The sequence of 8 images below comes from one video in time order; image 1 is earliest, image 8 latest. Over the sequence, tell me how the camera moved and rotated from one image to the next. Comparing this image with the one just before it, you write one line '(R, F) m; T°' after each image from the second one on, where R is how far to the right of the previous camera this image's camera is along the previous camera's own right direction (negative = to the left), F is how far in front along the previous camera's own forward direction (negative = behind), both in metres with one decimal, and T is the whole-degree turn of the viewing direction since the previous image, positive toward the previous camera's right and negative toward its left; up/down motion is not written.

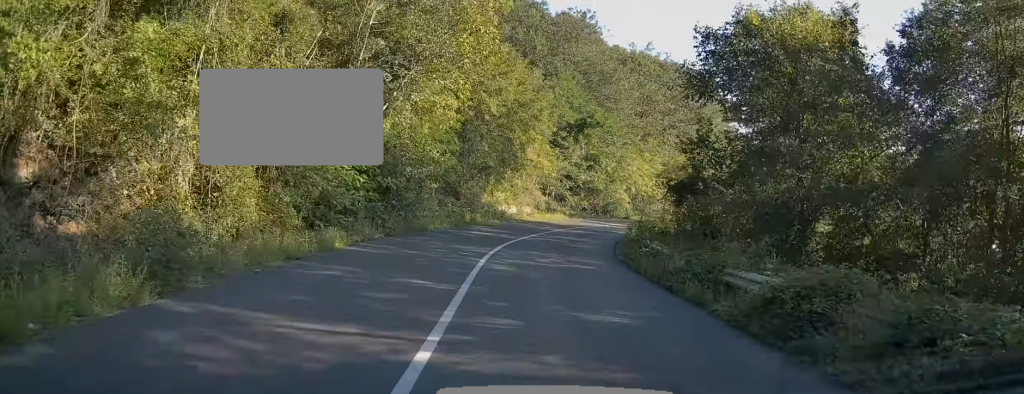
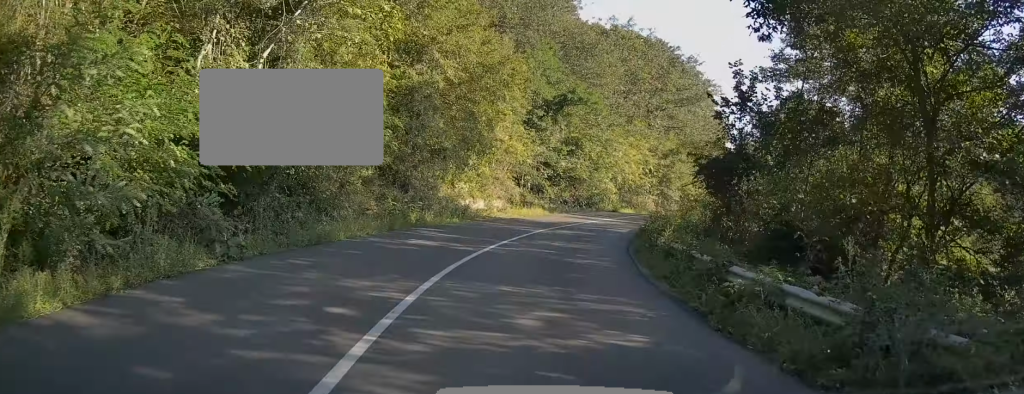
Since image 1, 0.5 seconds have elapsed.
(-0.1, +8.4) m; +2°
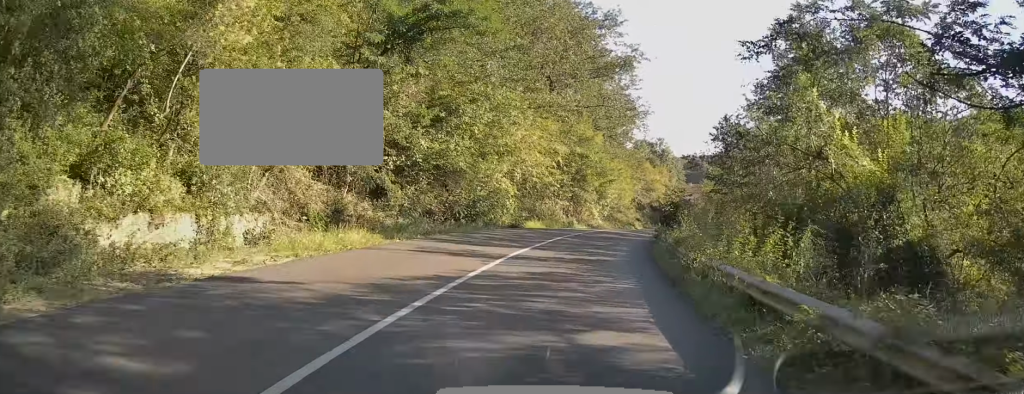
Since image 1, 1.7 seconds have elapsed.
(+1.1, +22.3) m; +9°
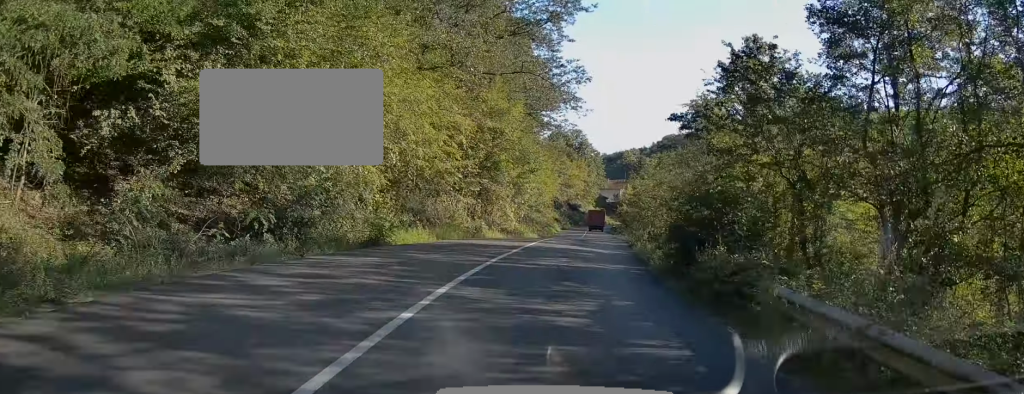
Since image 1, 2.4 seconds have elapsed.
(+1.1, +14.6) m; +6°
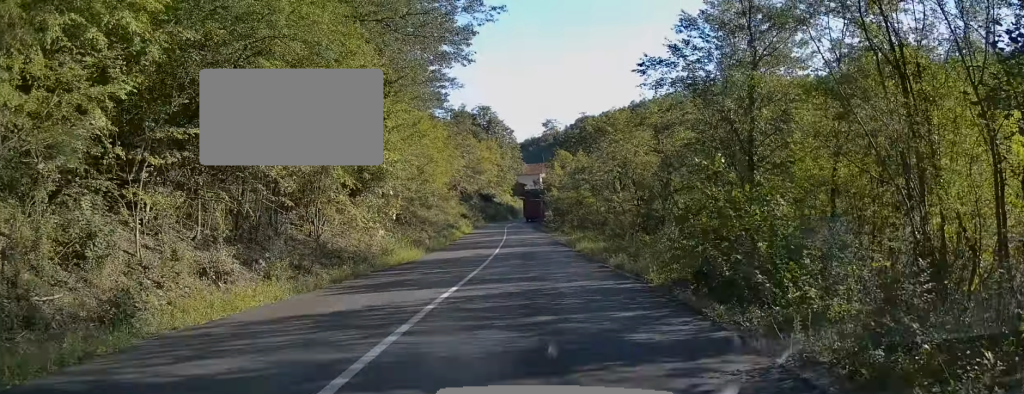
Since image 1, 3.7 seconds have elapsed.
(+1.8, +24.2) m; +6°
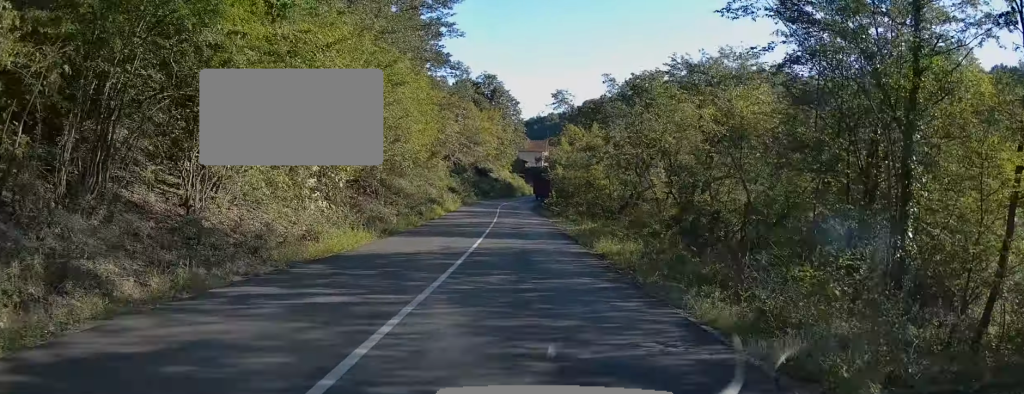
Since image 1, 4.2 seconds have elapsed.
(+0.1, +9.0) m; +1°
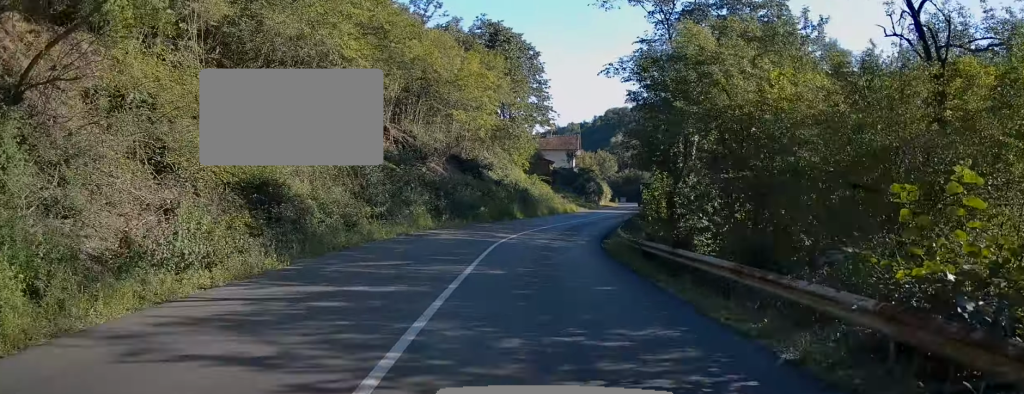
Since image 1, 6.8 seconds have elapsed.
(+0.1, +45.2) m; +1°
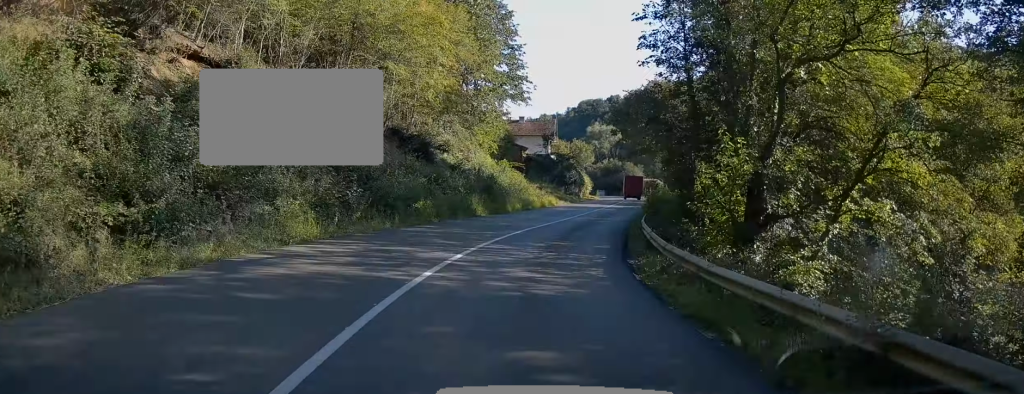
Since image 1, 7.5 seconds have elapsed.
(+0.3, +11.6) m; +3°
